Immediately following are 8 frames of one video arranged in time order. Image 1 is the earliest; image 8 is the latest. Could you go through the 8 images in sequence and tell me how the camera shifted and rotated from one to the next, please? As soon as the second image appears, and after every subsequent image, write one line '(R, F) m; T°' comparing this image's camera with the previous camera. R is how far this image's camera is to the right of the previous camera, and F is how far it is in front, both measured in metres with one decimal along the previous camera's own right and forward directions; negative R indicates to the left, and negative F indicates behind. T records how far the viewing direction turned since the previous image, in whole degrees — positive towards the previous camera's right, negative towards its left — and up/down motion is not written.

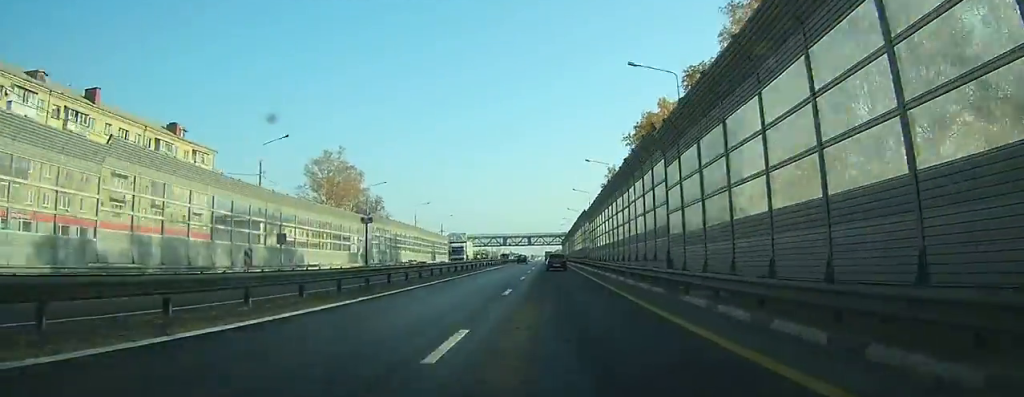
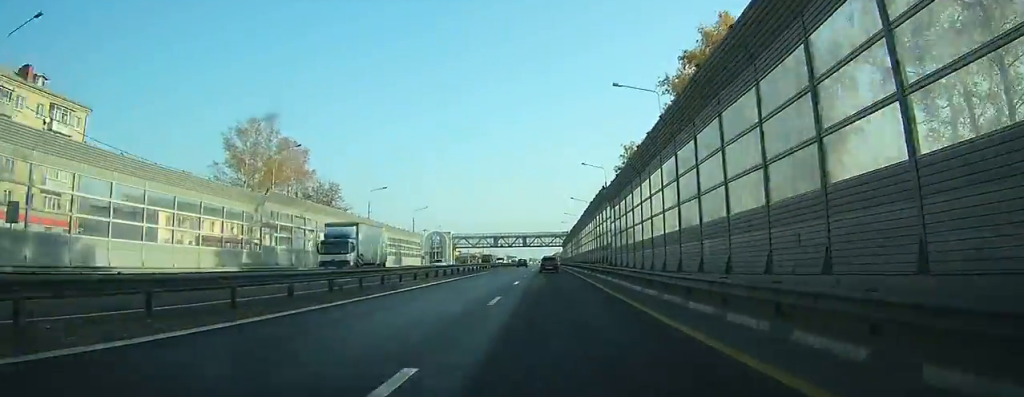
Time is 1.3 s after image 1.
(+0.1, +27.7) m; 0°
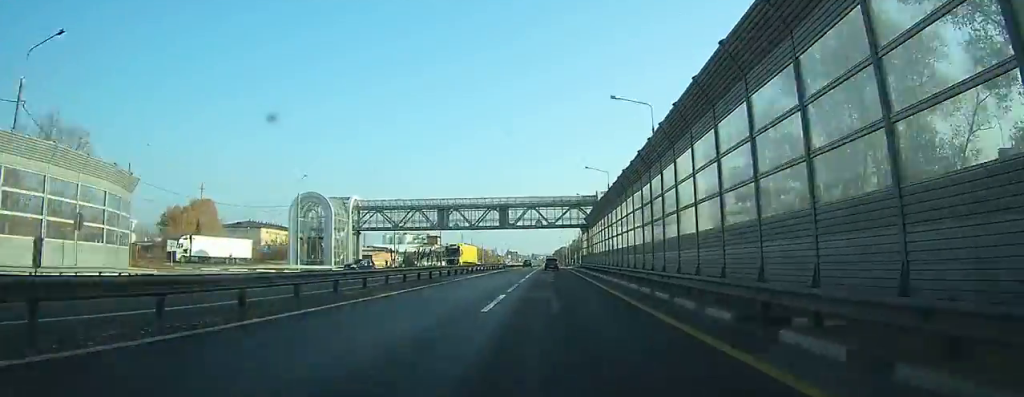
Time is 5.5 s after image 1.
(-0.1, +86.8) m; -1°
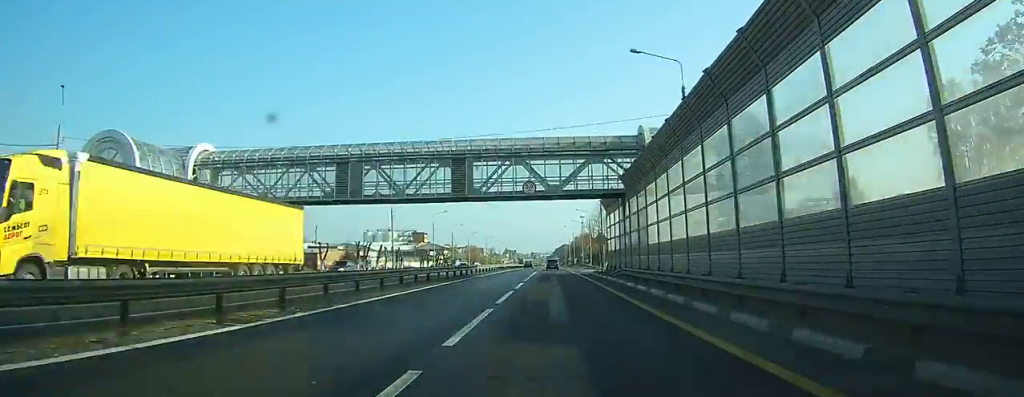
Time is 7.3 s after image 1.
(-0.6, +37.0) m; 0°
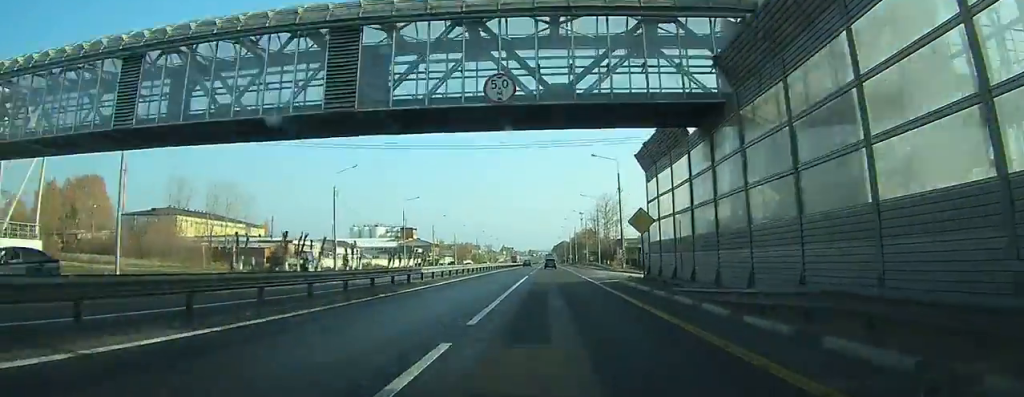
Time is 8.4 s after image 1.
(+0.4, +21.9) m; +1°
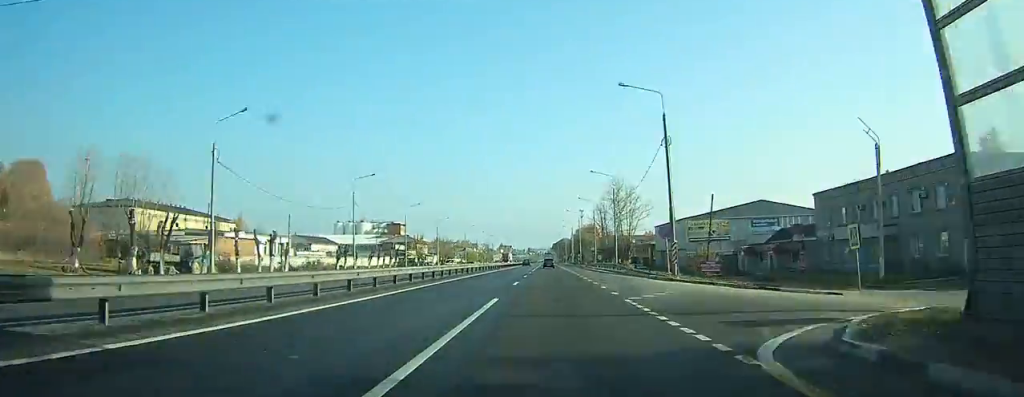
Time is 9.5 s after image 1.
(+0.2, +23.3) m; 0°
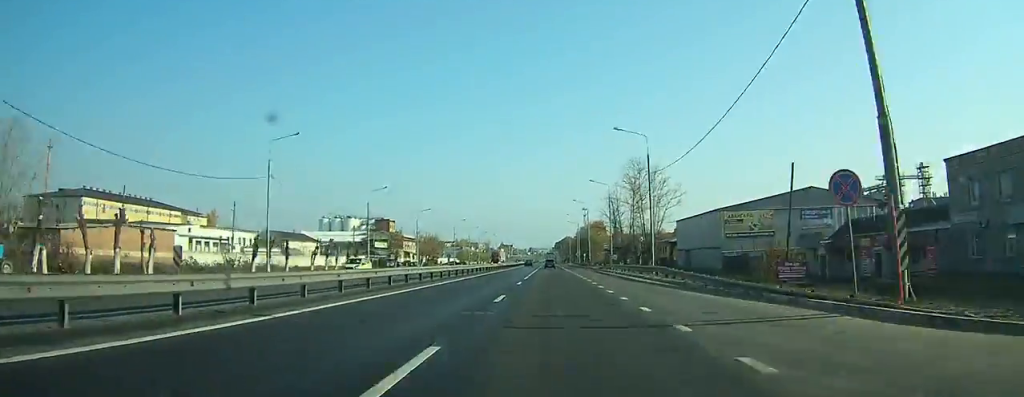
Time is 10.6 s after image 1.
(0.0, +21.9) m; 0°
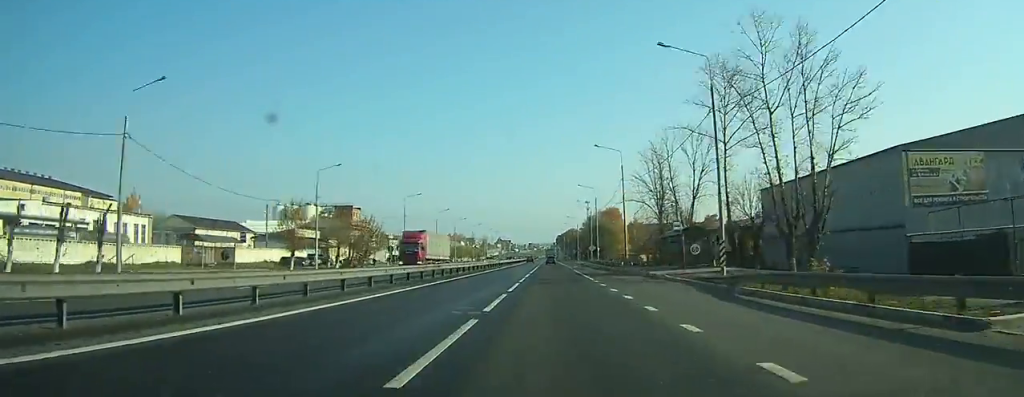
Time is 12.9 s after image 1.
(-0.2, +48.1) m; 0°
